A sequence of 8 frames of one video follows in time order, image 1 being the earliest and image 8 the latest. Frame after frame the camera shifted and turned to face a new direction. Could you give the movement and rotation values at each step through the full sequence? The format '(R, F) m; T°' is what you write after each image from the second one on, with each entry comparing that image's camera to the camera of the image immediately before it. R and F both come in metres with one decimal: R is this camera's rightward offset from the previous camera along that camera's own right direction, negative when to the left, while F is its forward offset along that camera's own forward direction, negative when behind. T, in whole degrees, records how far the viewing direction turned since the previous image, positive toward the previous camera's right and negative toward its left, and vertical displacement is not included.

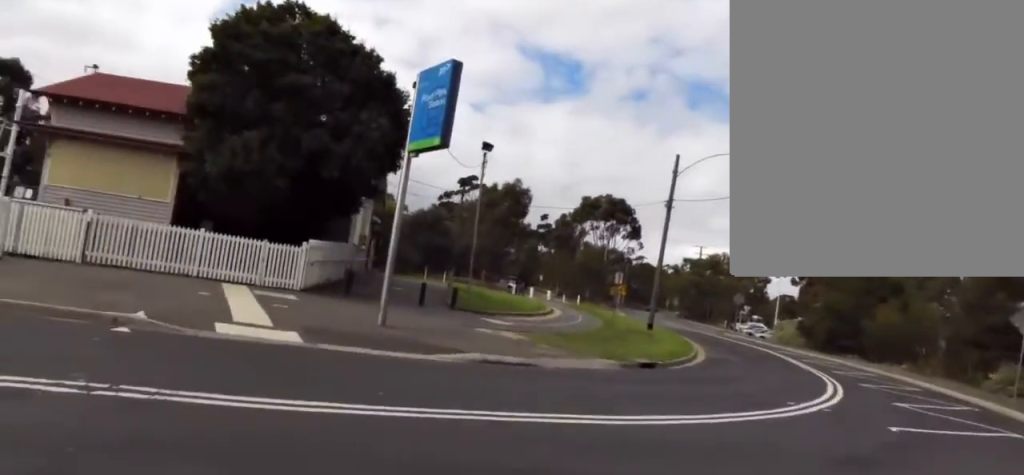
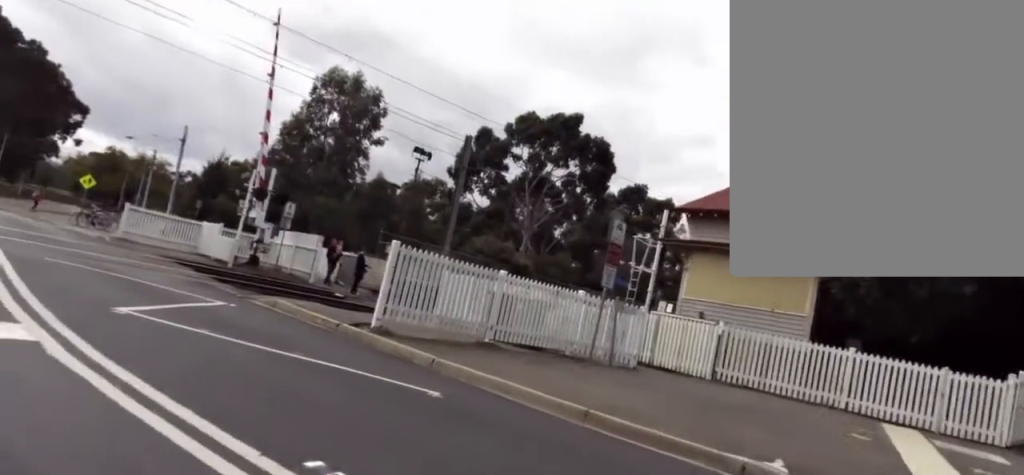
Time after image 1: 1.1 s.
(-1.1, +1.9) m; -33°
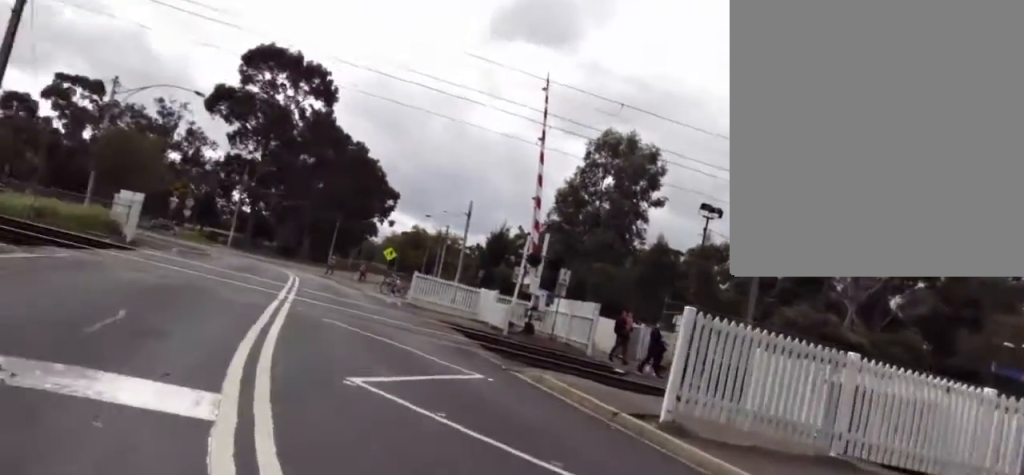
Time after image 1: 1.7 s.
(-0.1, +1.8) m; -4°
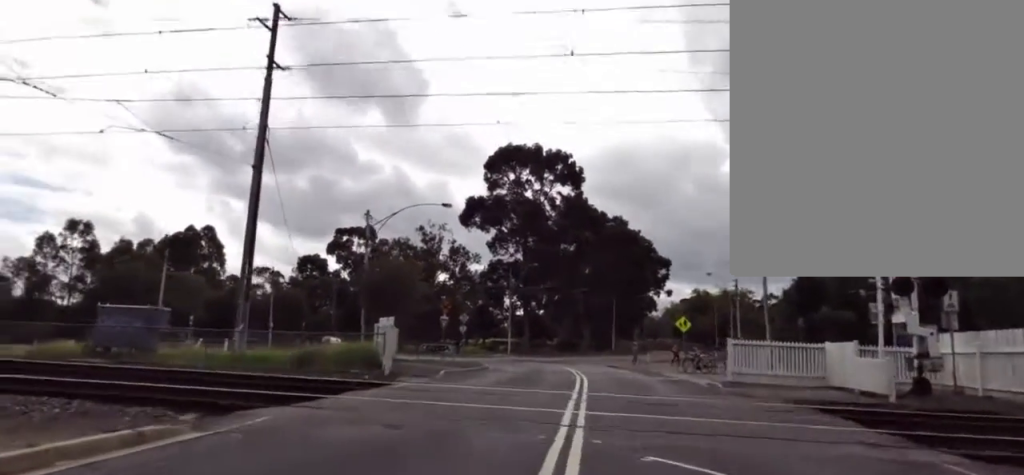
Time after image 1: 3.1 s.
(0.0, +5.0) m; -3°
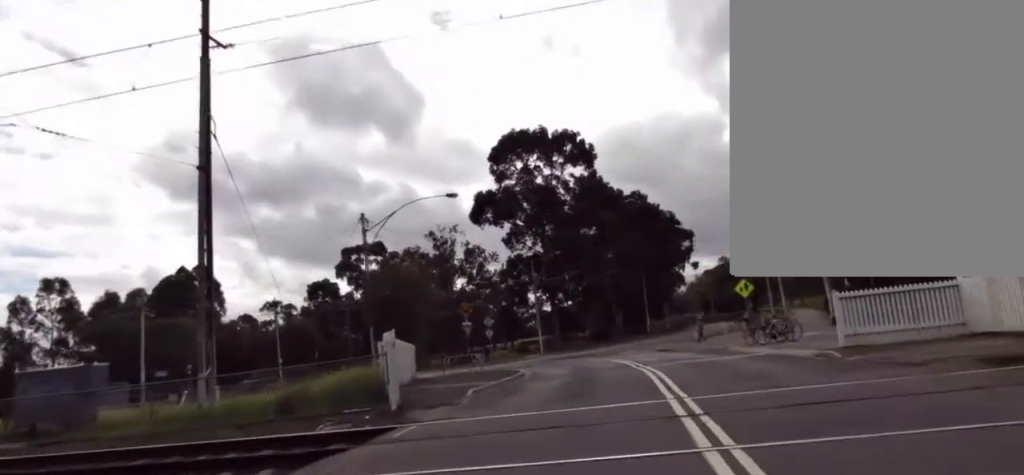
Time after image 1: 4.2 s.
(-0.4, +5.2) m; -8°
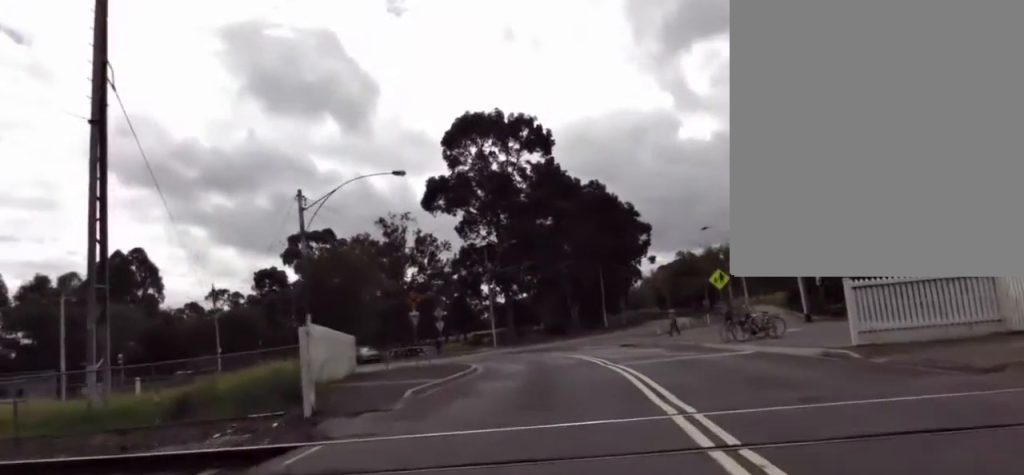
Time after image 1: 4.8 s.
(-0.1, +2.7) m; -3°
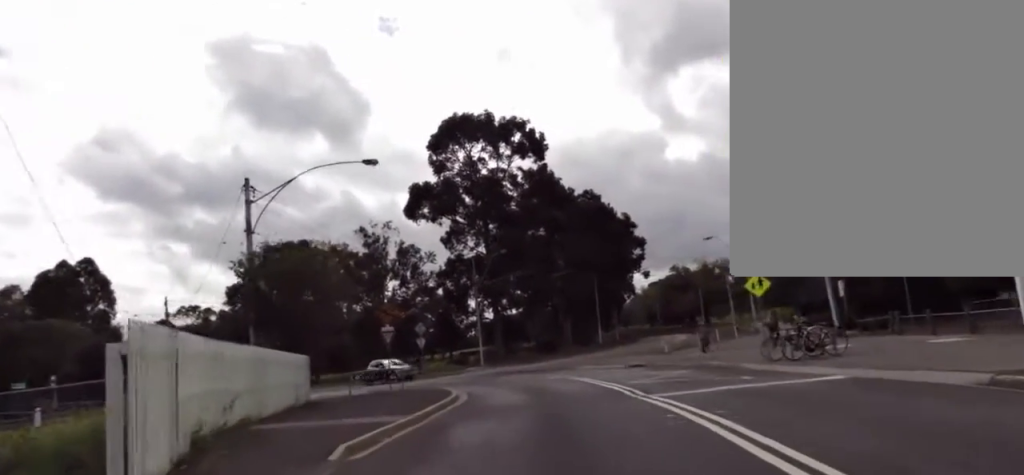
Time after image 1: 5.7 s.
(-0.1, +4.7) m; -1°
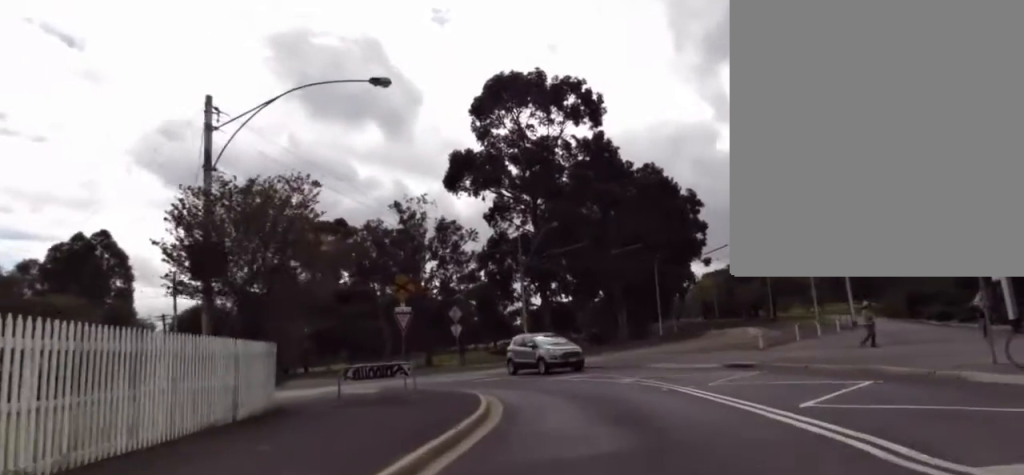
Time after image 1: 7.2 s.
(0.0, +6.7) m; +4°
